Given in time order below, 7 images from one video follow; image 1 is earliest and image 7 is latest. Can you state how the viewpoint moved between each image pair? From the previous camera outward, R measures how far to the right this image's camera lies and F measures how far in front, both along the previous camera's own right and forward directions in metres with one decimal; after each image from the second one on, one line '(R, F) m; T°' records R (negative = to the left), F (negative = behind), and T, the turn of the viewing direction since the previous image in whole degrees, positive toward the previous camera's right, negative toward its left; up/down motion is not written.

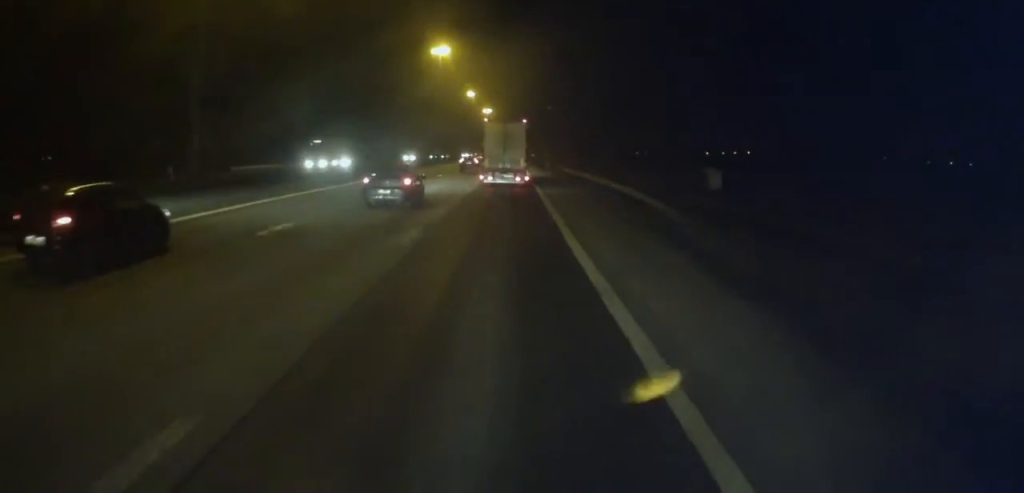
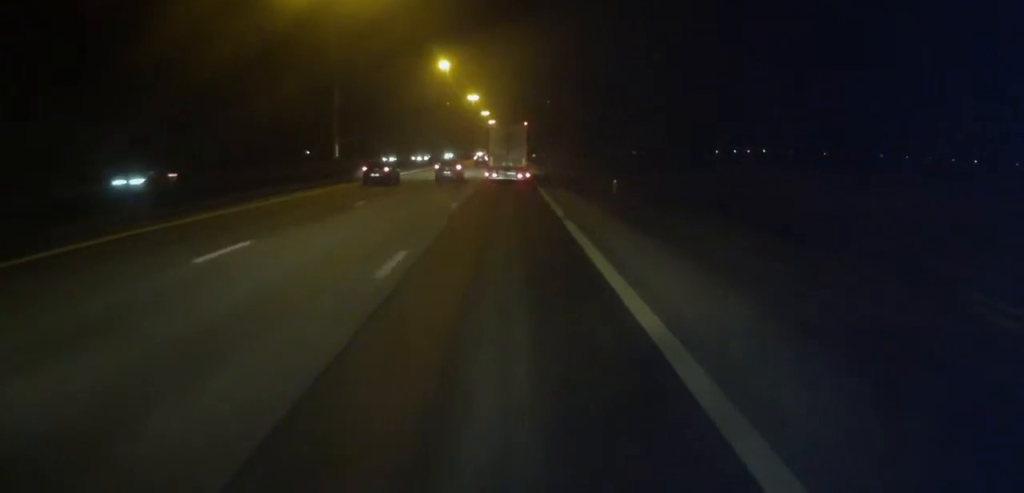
(0.0, +67.3) m; +1°
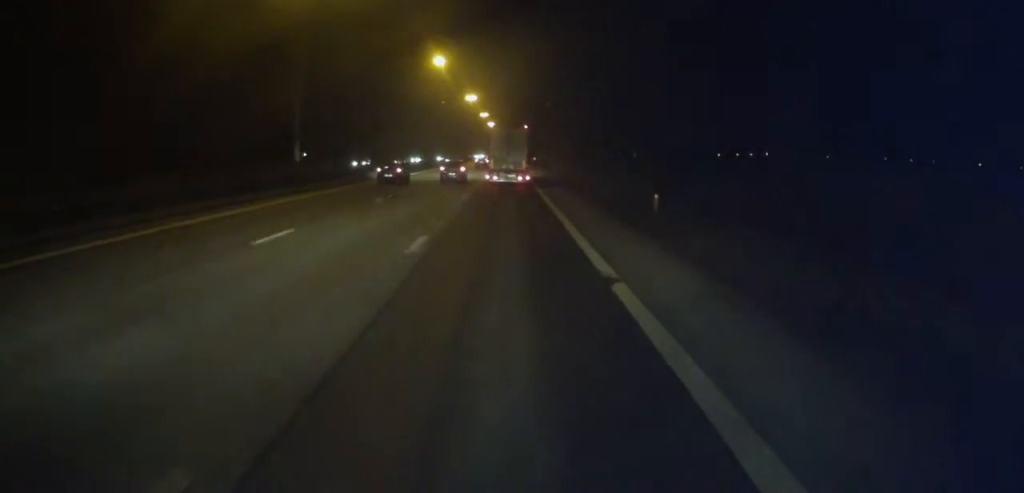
(+0.1, +9.6) m; +1°
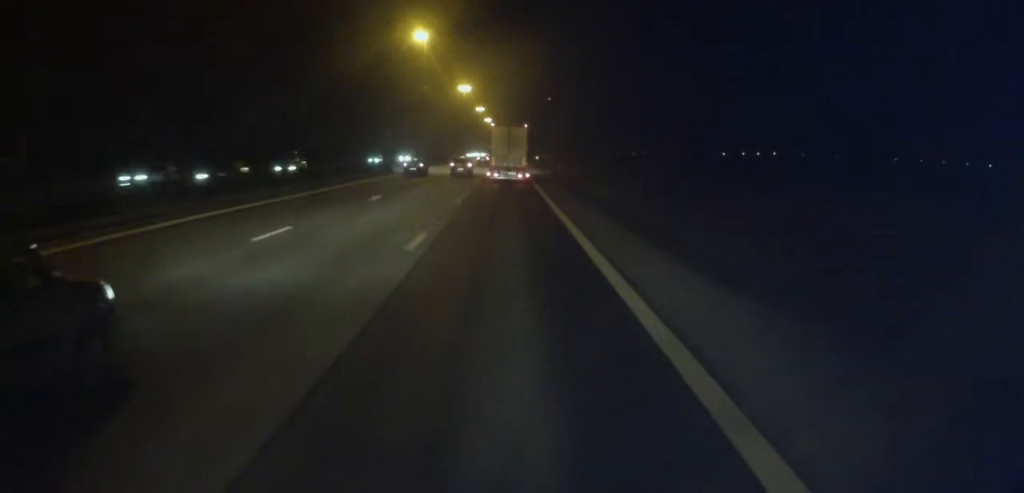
(+0.1, +25.7) m; 0°
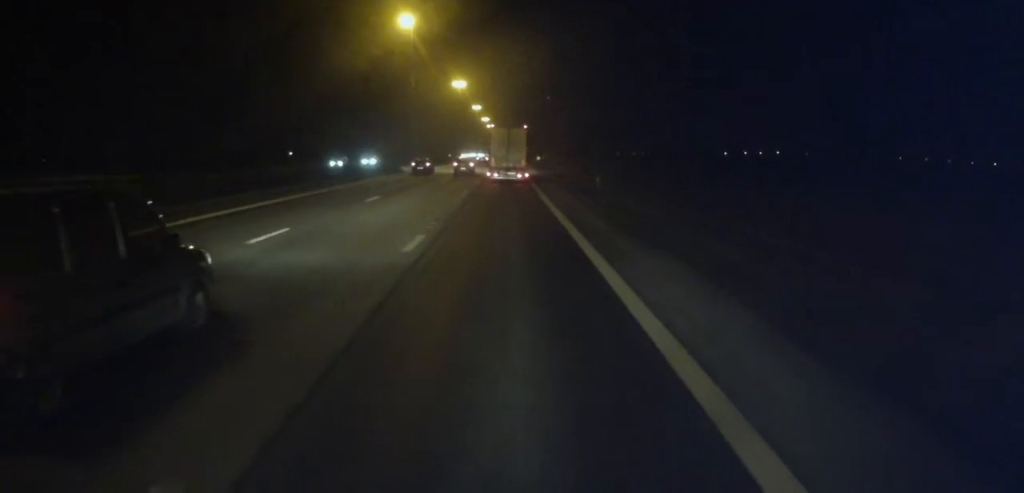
(0.0, +13.0) m; 0°
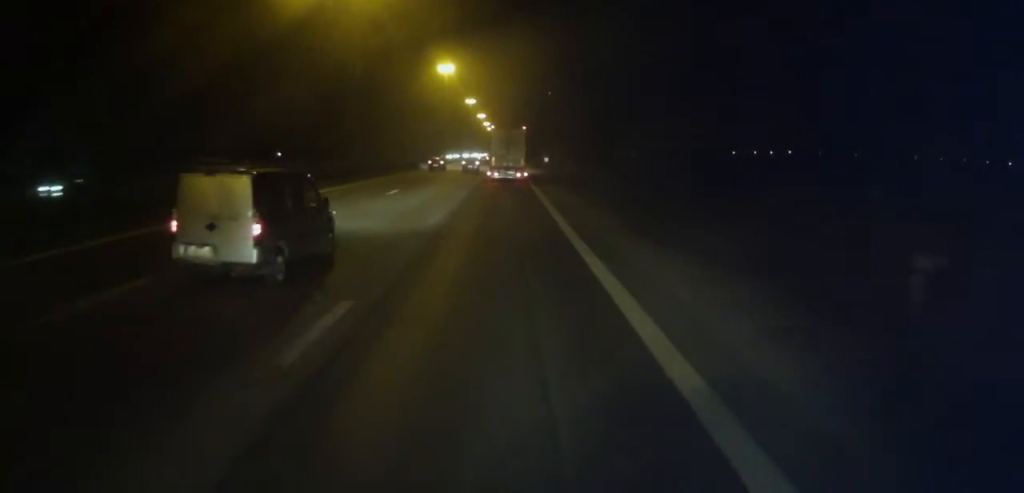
(-0.1, +34.0) m; -1°
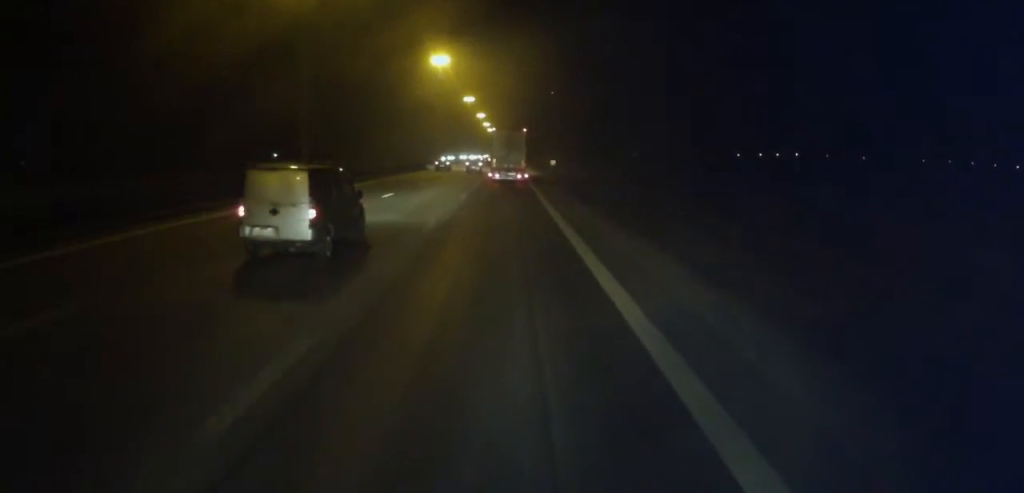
(-0.1, +15.4) m; 0°
